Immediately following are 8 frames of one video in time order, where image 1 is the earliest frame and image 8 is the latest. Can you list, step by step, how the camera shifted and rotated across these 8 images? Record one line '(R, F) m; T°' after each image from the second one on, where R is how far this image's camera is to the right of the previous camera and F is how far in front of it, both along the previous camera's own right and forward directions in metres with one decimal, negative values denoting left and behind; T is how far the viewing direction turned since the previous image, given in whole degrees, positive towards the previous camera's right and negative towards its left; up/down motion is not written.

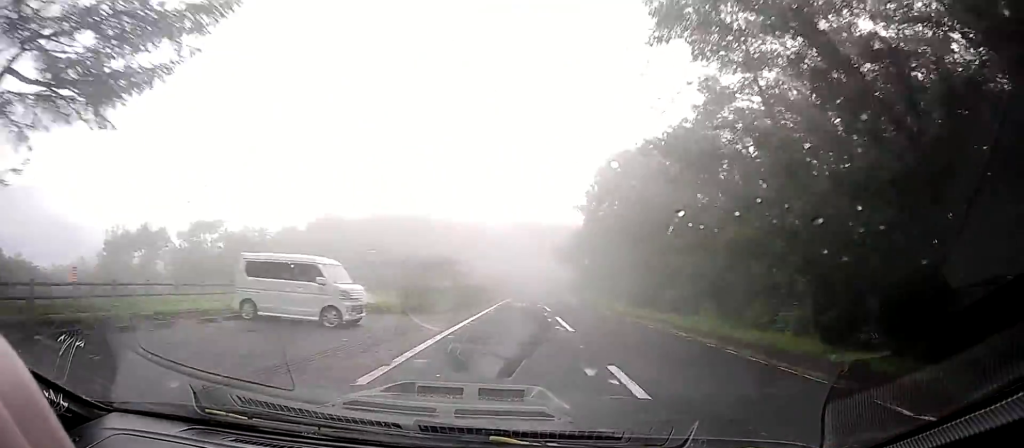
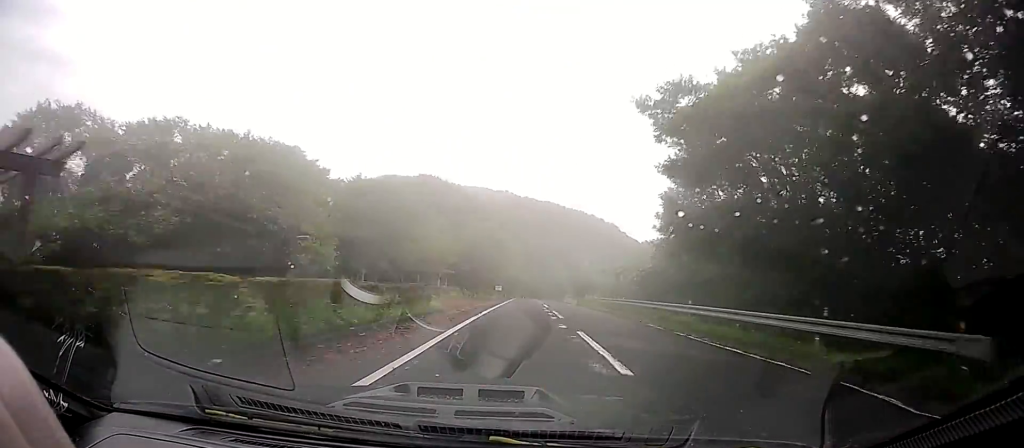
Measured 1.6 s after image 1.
(+7.0, +34.2) m; +14°
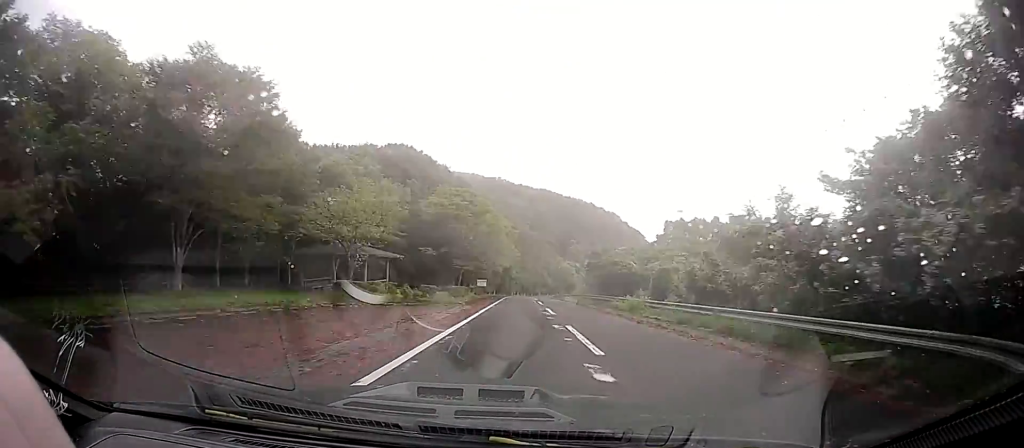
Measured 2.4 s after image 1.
(0.0, +17.5) m; -4°
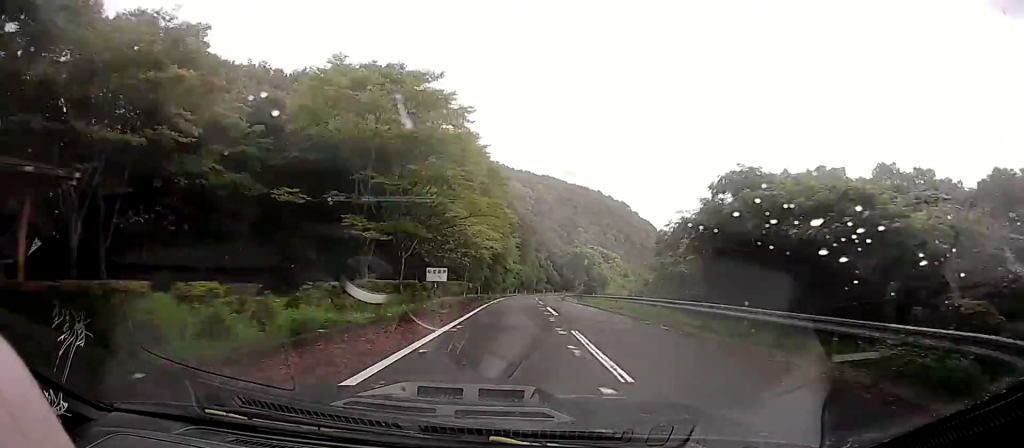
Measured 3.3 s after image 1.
(-1.6, +20.2) m; -9°
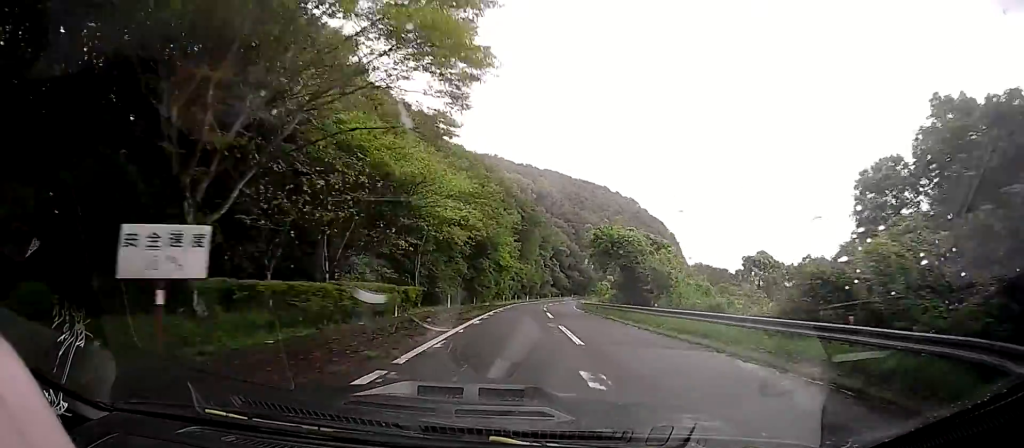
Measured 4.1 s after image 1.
(-1.1, +14.0) m; -4°
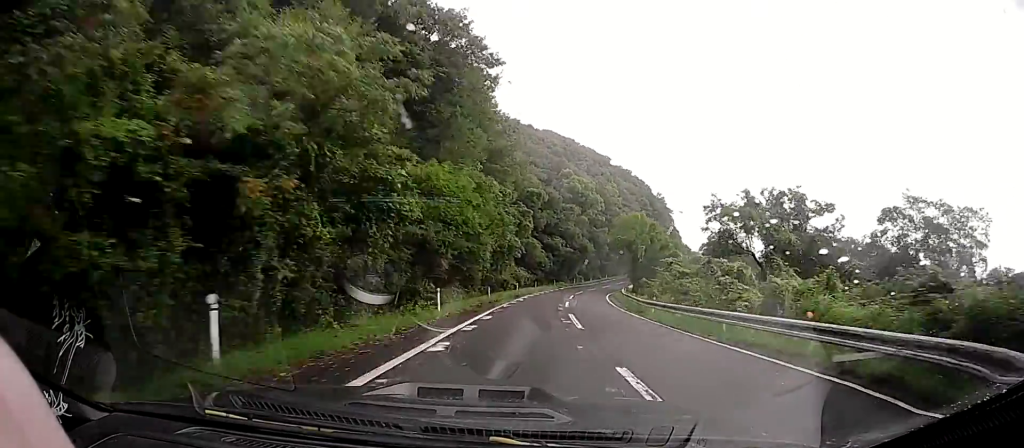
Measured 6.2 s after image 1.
(-0.9, +40.3) m; 0°
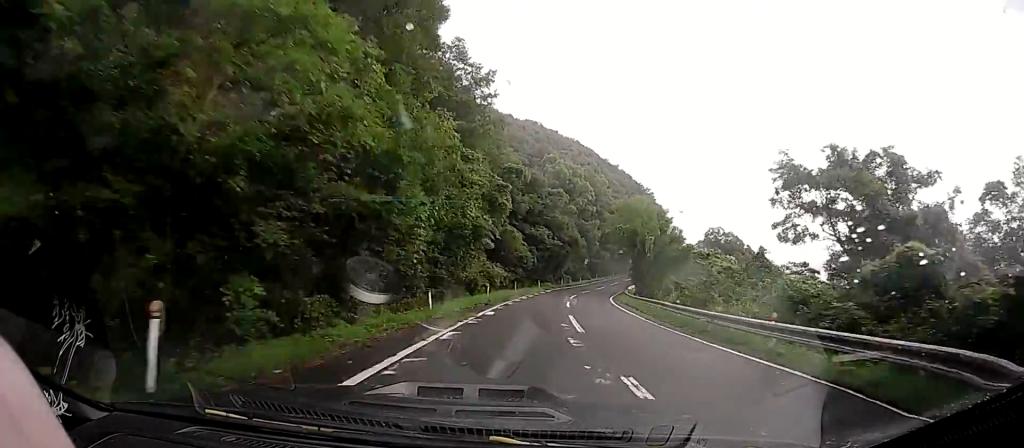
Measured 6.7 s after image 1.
(+0.3, +9.1) m; +7°
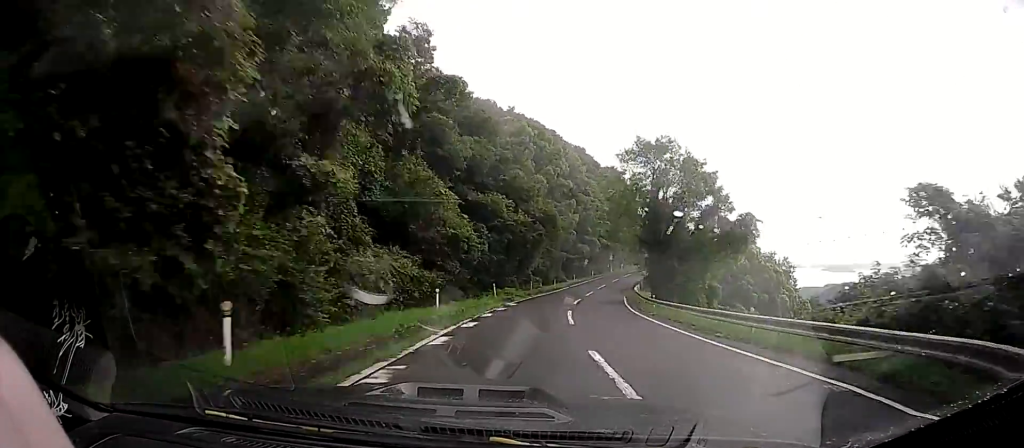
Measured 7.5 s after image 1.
(+0.9, +15.5) m; +12°
